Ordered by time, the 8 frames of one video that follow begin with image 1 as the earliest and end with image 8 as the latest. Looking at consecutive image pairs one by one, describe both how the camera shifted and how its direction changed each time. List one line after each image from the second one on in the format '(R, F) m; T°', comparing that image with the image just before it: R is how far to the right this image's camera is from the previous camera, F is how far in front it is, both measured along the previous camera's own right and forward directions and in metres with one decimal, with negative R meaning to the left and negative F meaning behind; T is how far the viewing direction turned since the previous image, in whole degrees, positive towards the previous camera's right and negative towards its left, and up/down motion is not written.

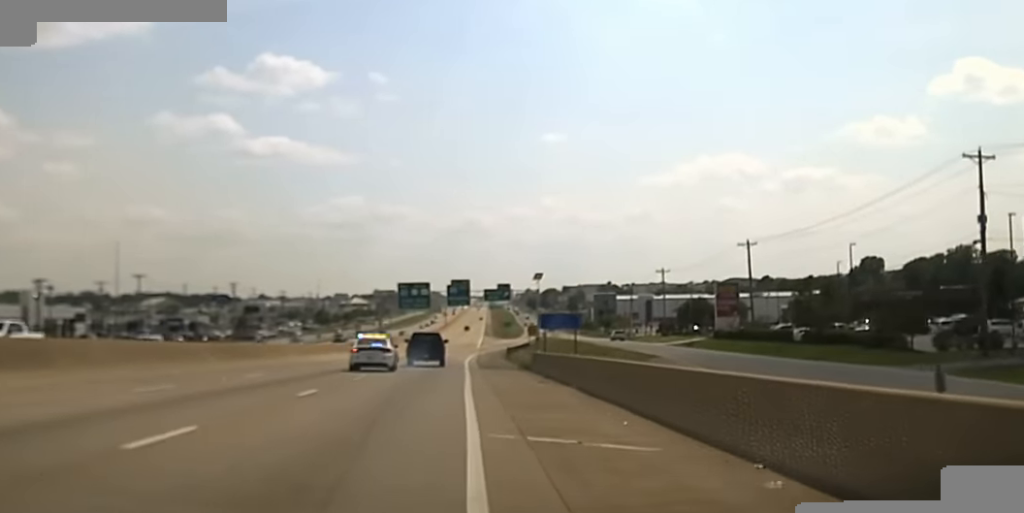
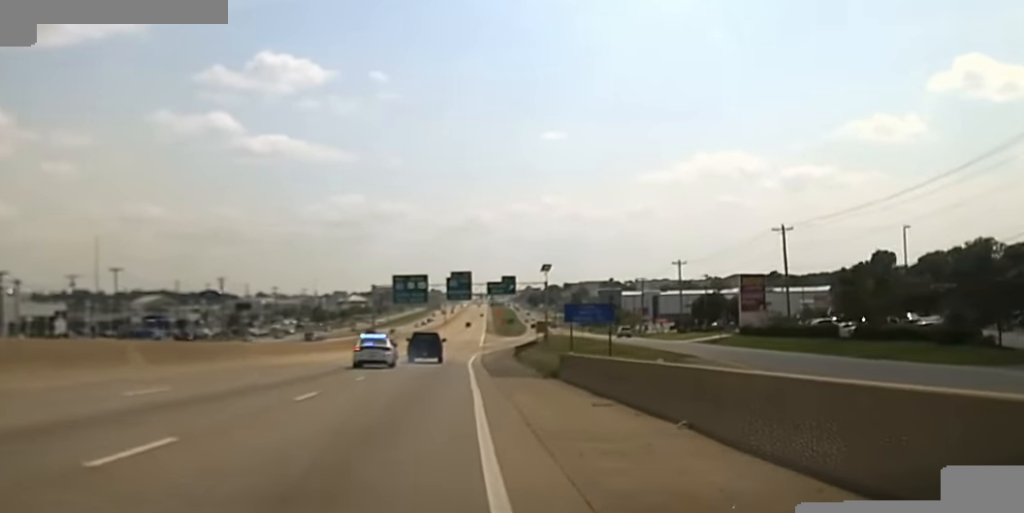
(+0.1, +18.9) m; 0°
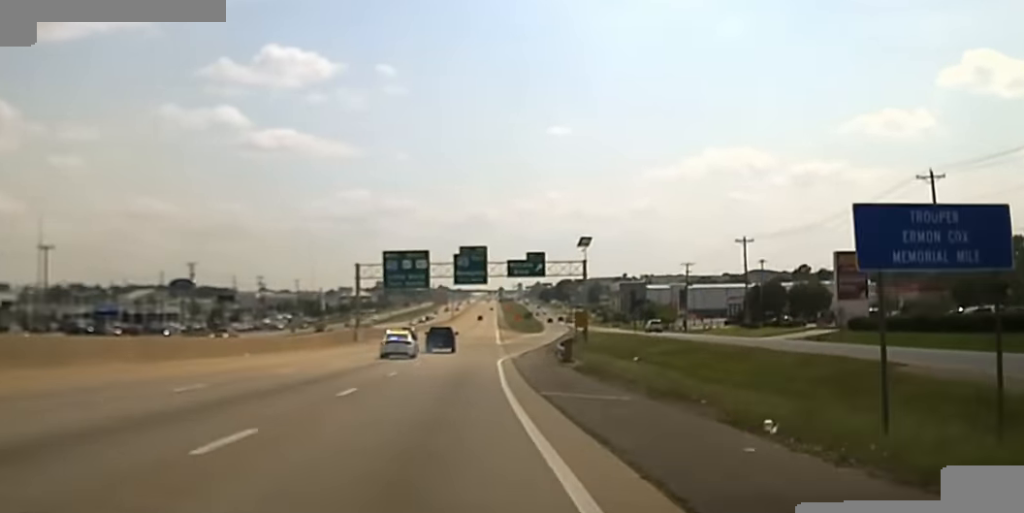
(0.0, +40.8) m; 0°
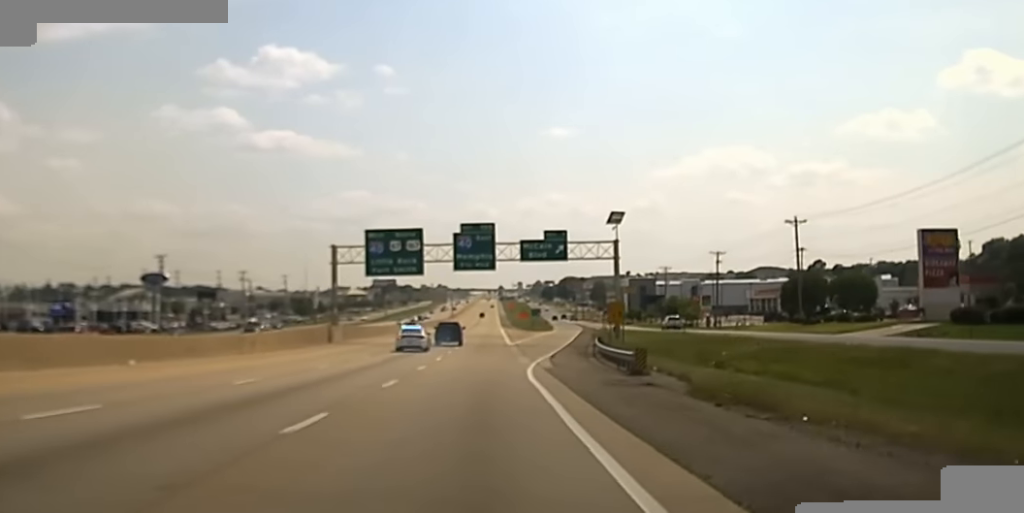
(0.0, +21.7) m; 0°
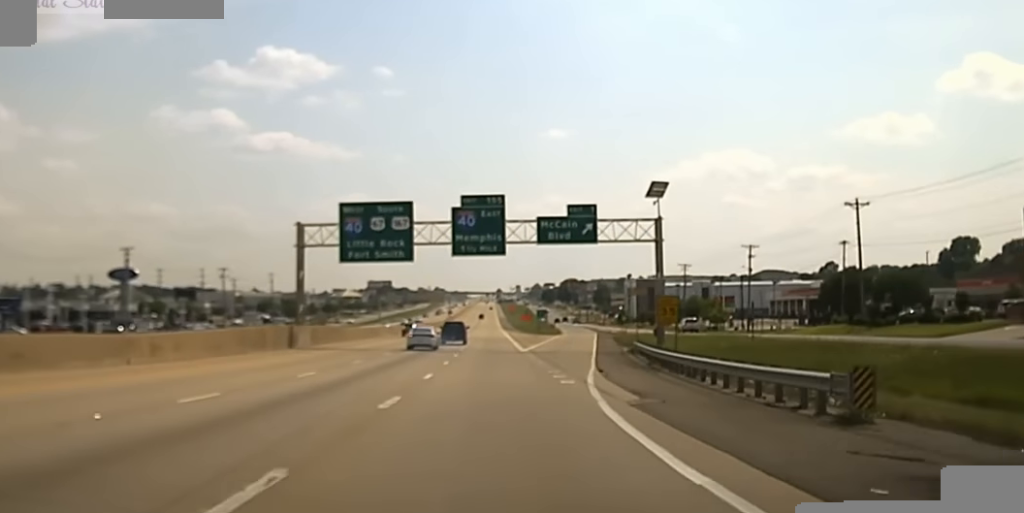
(0.0, +21.1) m; 0°
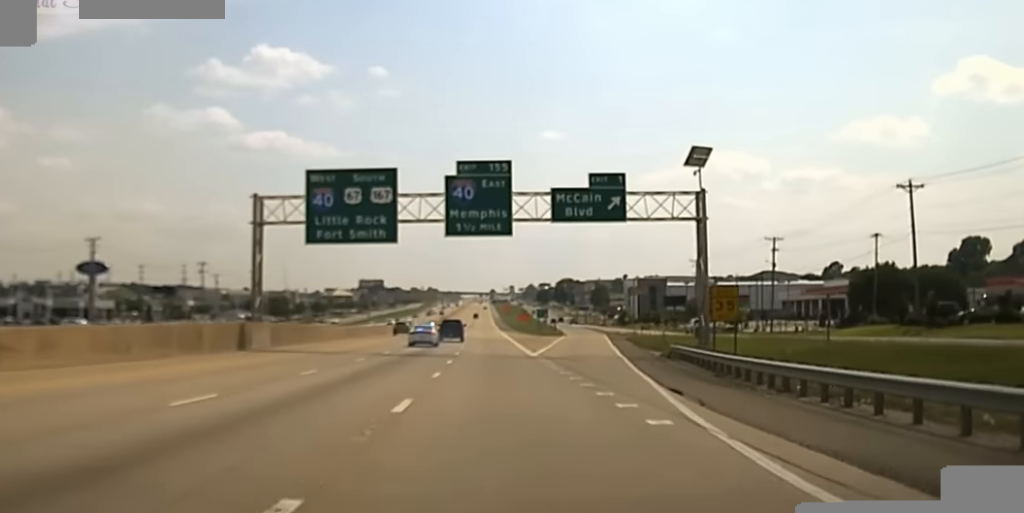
(0.0, +14.4) m; 0°
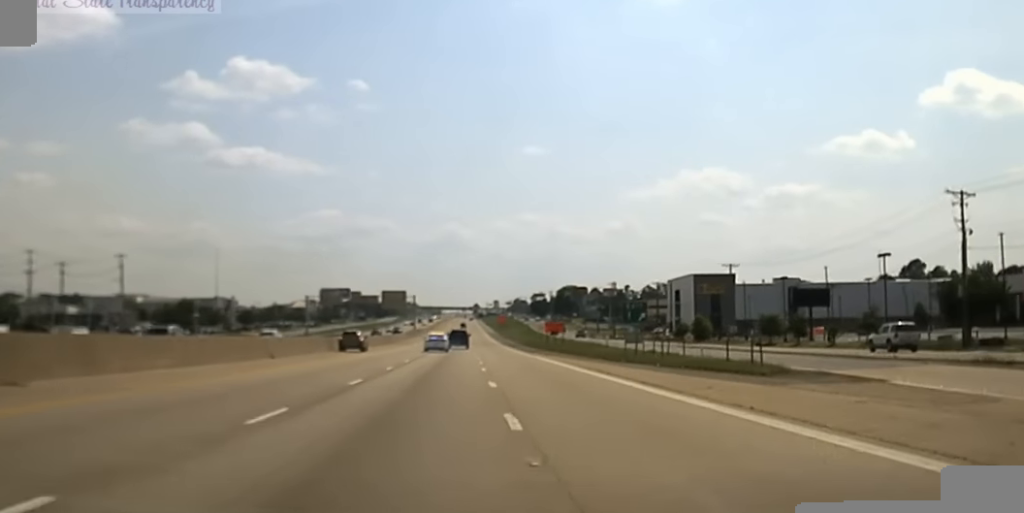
(+0.2, +87.7) m; +1°
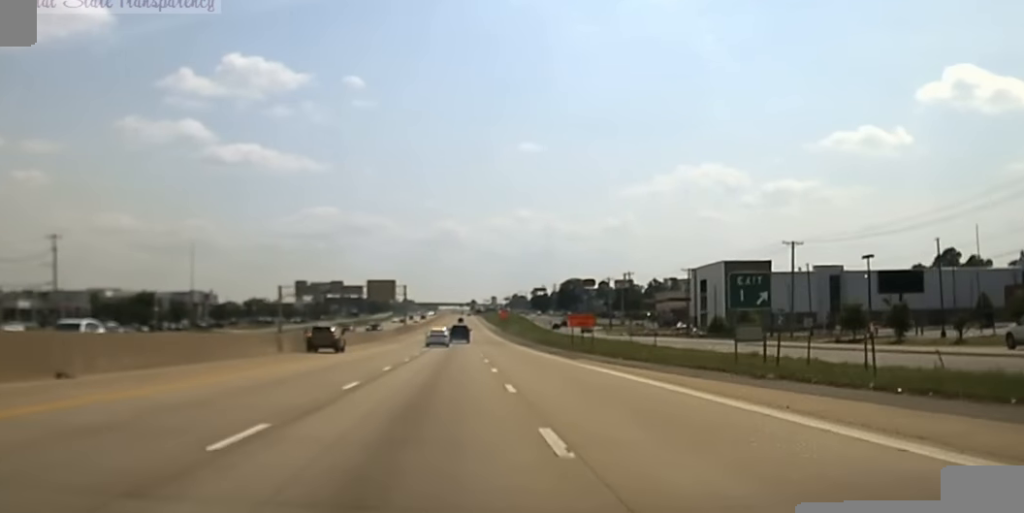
(+0.1, +21.2) m; 0°
